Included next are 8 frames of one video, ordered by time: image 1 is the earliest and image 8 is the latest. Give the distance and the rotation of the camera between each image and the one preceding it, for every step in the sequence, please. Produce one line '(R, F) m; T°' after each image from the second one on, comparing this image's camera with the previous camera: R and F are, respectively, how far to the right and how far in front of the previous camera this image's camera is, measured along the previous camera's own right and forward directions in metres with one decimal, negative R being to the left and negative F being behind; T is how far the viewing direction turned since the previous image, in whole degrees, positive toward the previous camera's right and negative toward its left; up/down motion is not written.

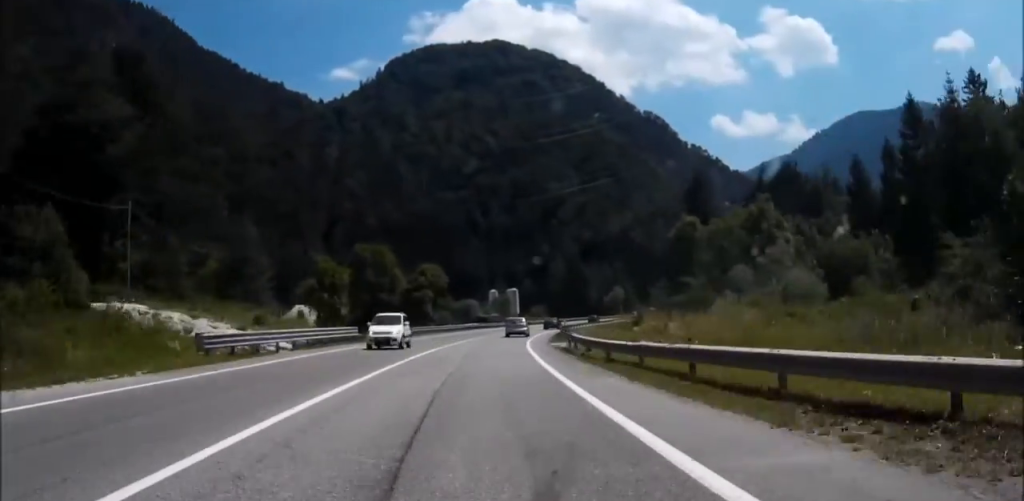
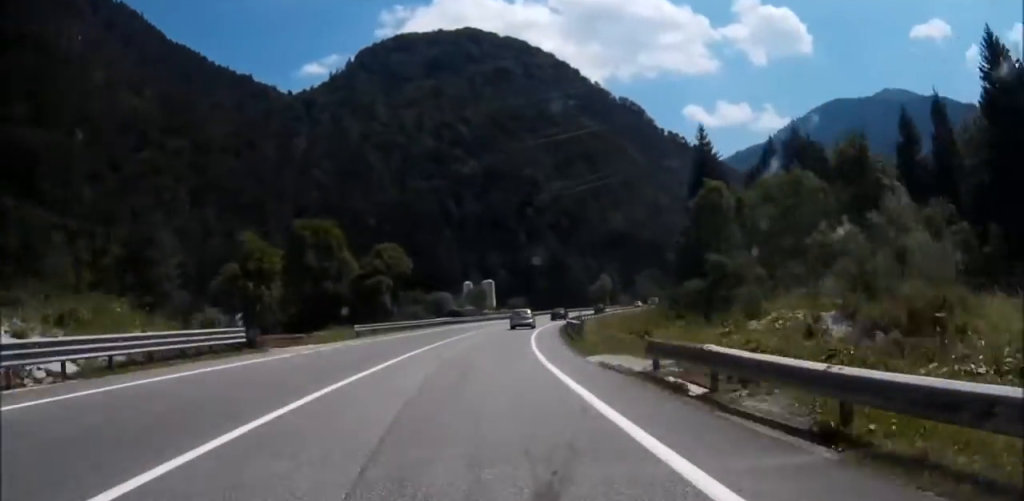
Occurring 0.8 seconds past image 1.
(-0.9, +18.4) m; +3°
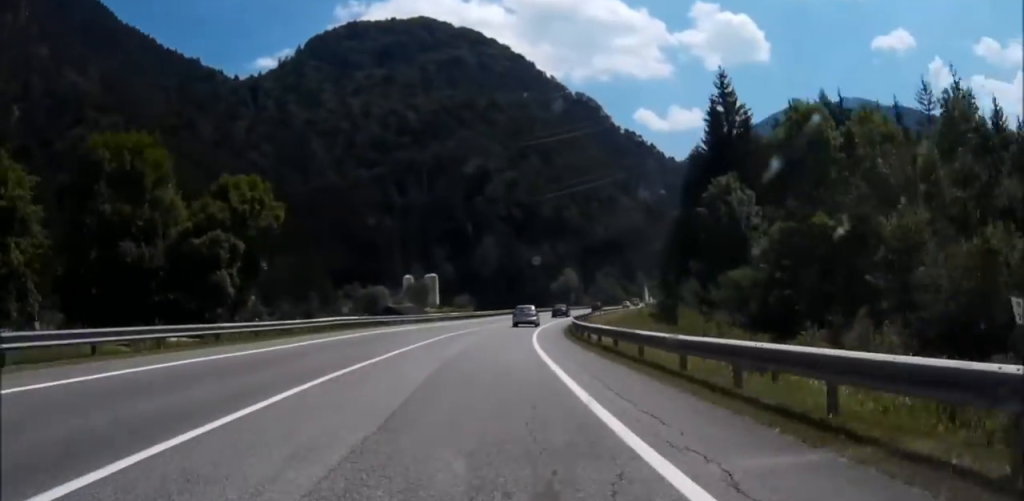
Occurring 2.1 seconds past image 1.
(+3.0, +29.8) m; +4°
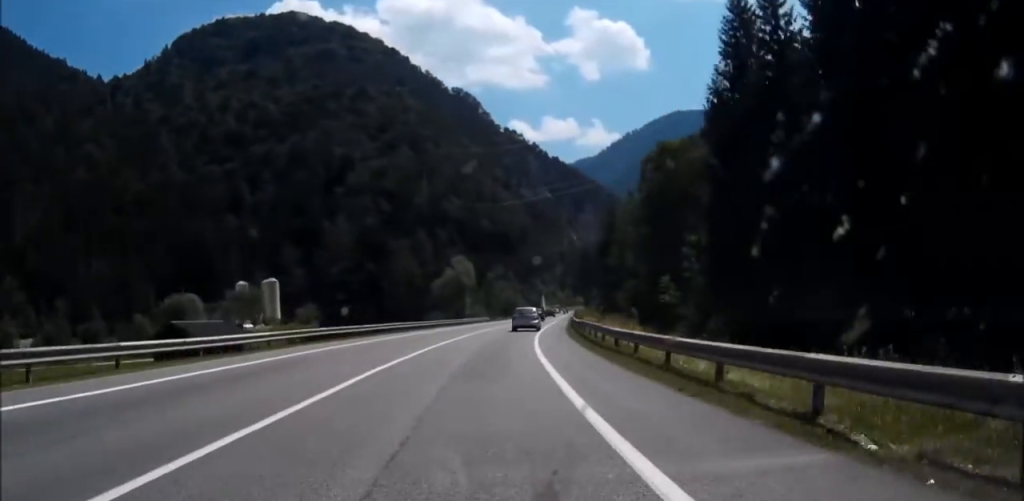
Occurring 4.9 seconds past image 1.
(+2.7, +61.9) m; +3°
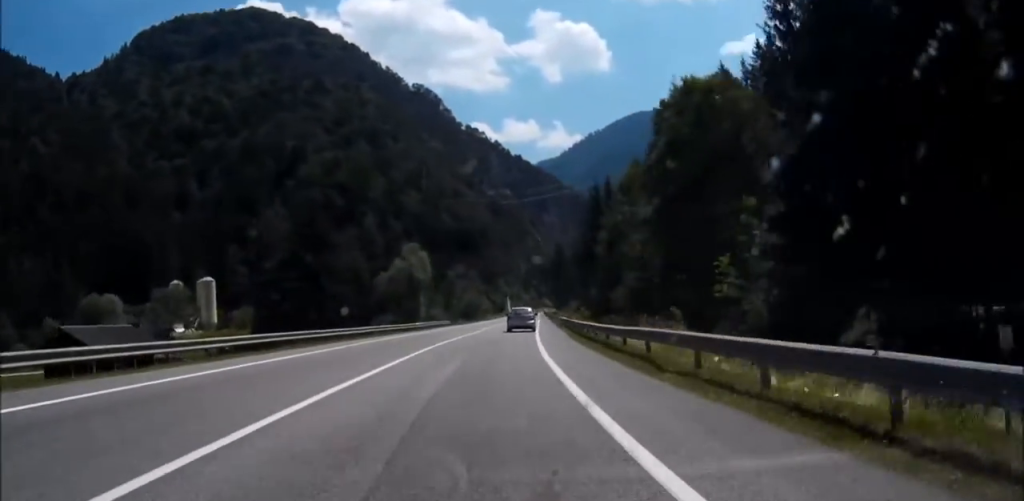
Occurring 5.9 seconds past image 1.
(0.0, +20.3) m; +2°
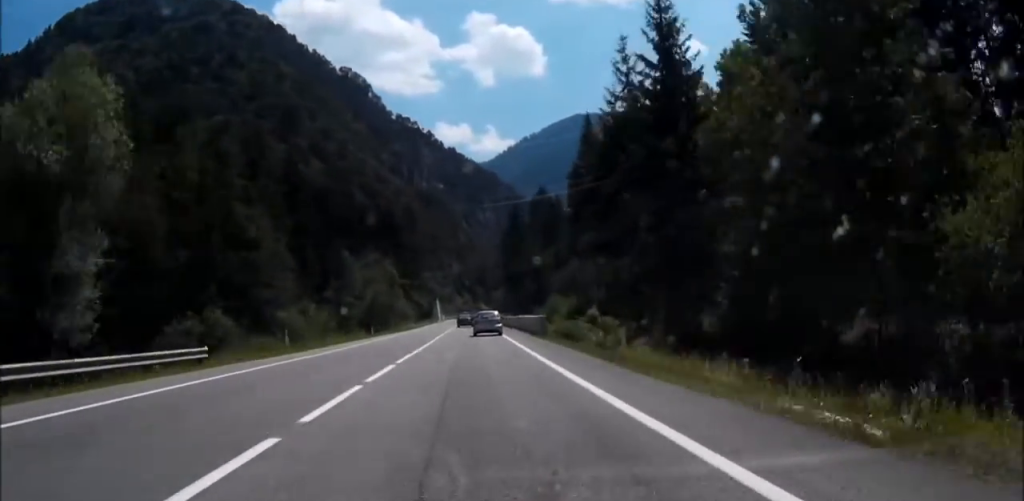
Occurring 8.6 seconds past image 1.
(+3.6, +59.0) m; +7°
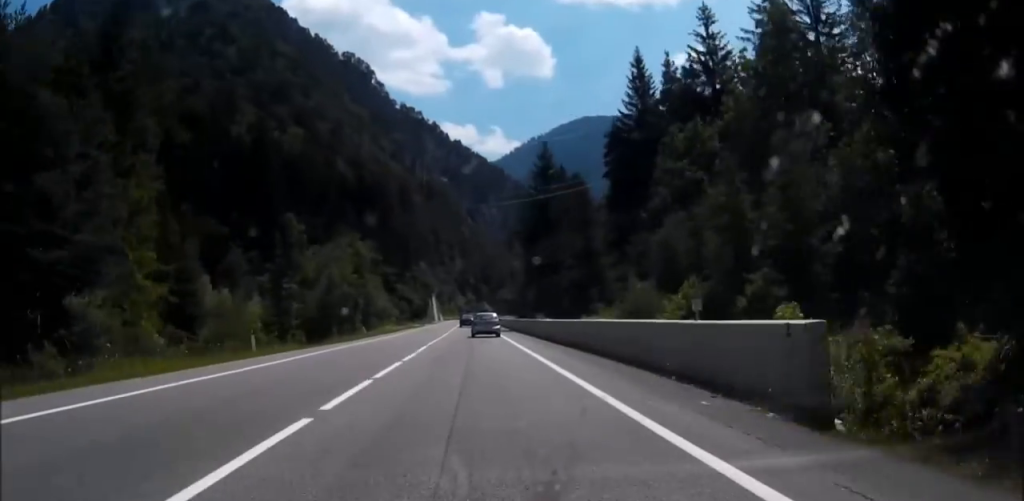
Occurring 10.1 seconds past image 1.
(+0.6, +33.2) m; +1°
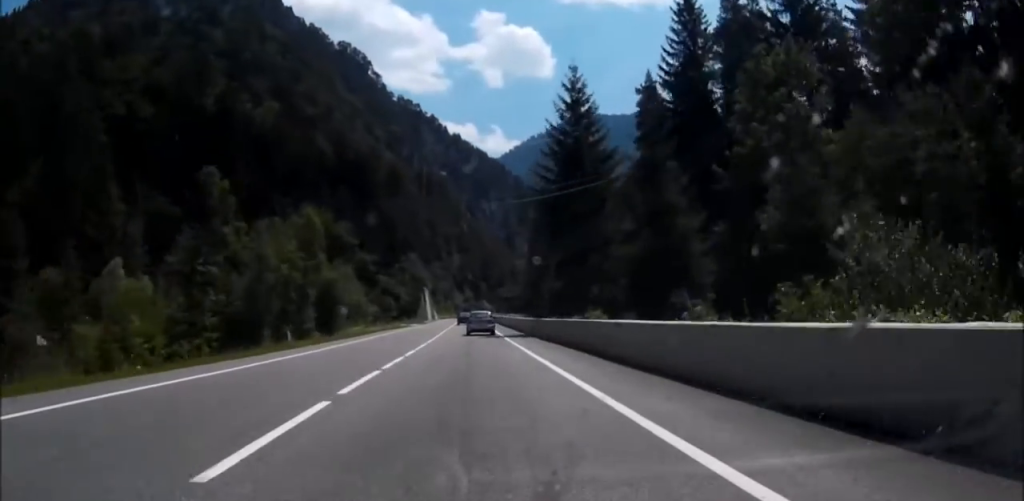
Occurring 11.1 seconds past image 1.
(+0.1, +21.7) m; 0°
